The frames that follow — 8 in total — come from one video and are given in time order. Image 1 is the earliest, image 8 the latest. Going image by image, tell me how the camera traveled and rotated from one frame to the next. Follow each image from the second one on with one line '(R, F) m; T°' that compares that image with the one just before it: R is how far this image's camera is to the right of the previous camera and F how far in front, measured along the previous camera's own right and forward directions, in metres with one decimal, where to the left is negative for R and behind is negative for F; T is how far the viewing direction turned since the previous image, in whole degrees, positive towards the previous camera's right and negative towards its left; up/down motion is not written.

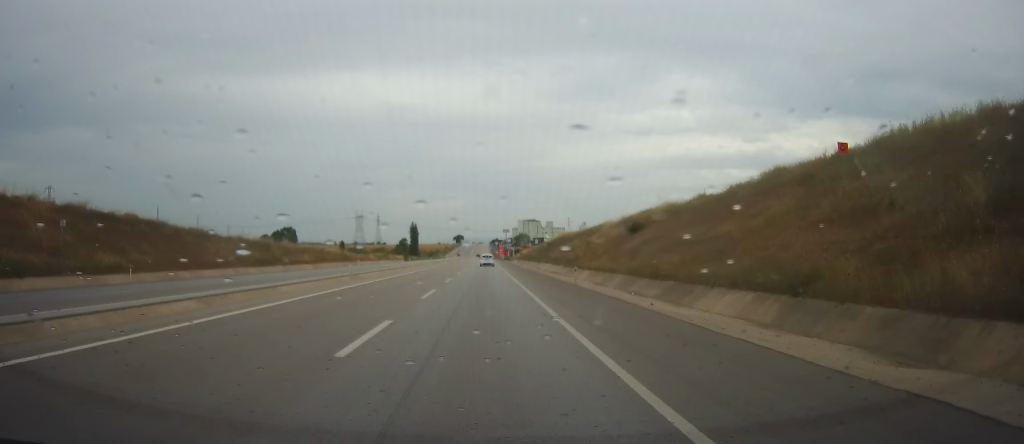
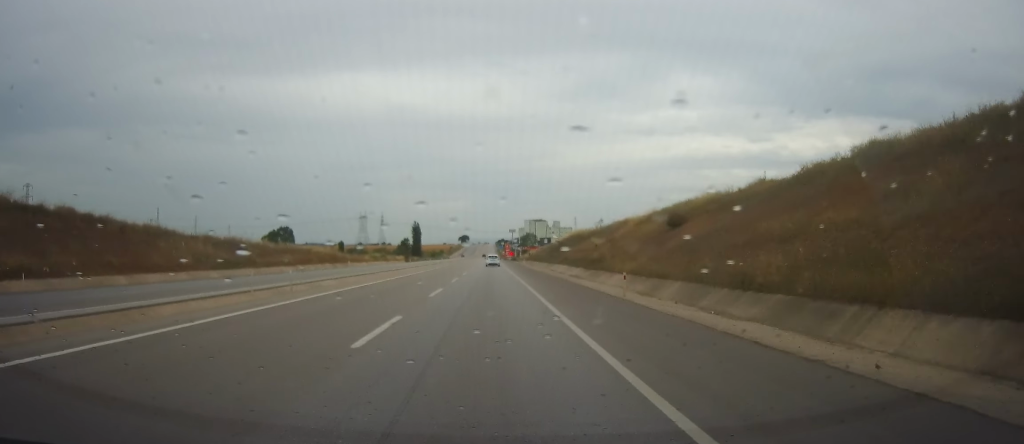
(-0.1, +11.7) m; 0°
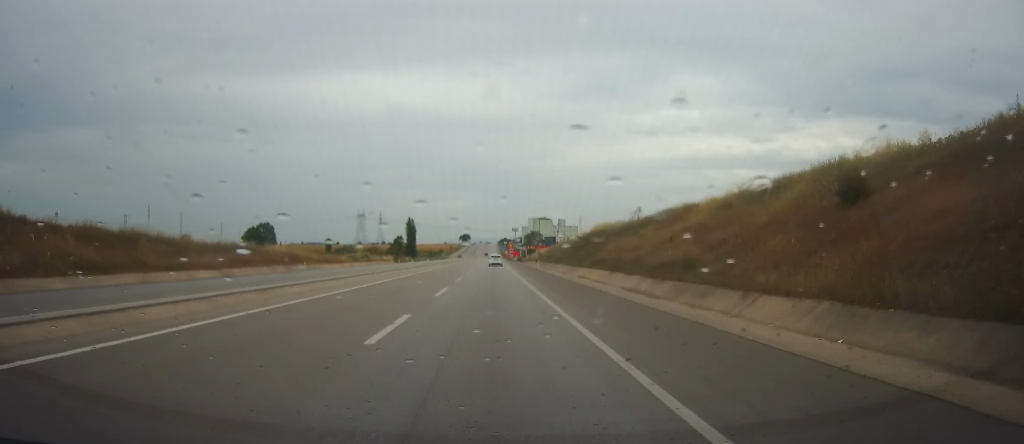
(+0.2, +23.5) m; 0°
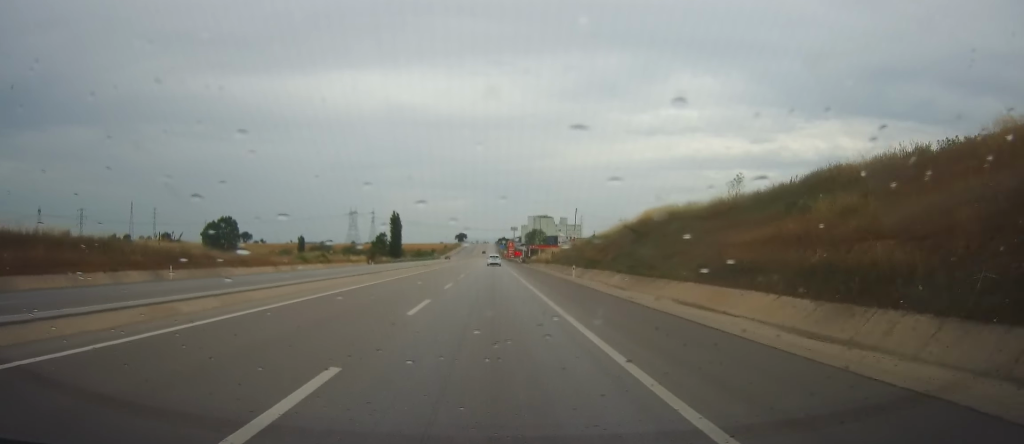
(-0.1, +31.8) m; 0°
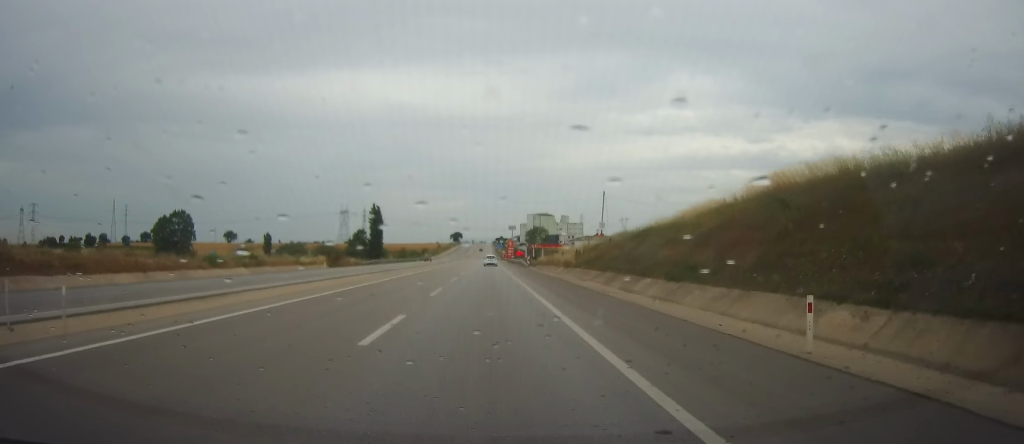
(+0.2, +29.5) m; +1°
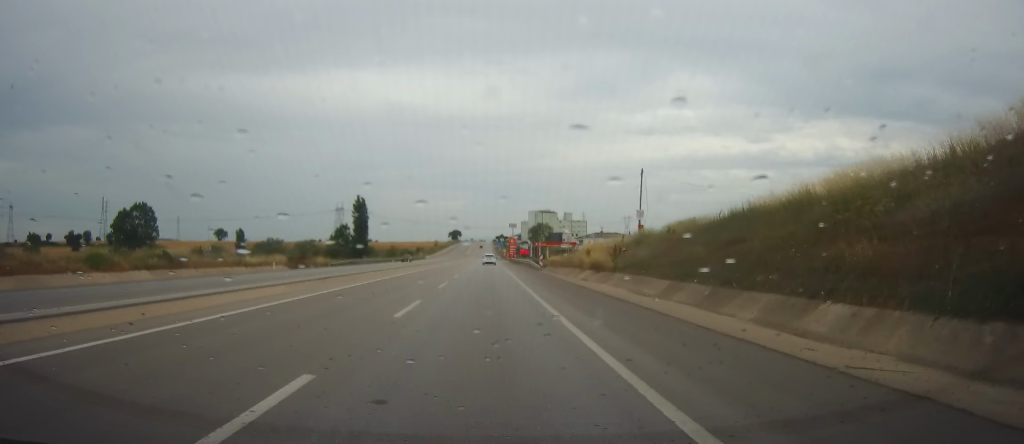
(0.0, +19.8) m; 0°
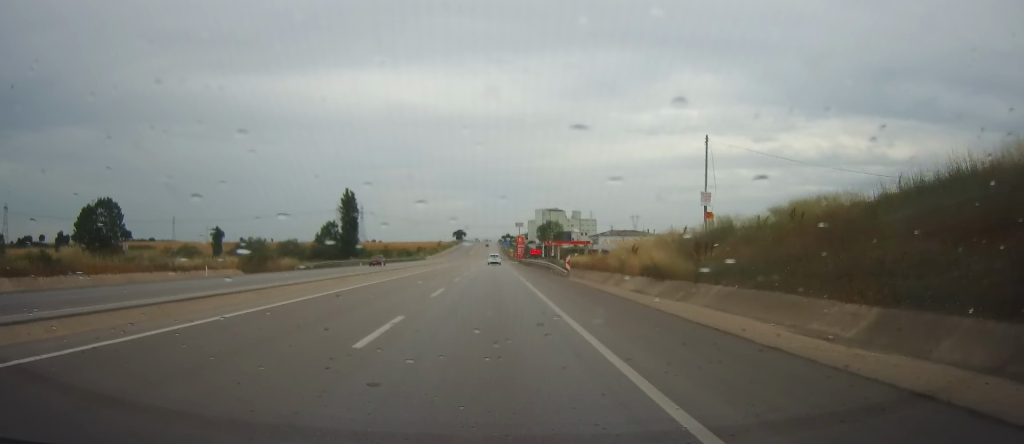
(0.0, +17.0) m; 0°
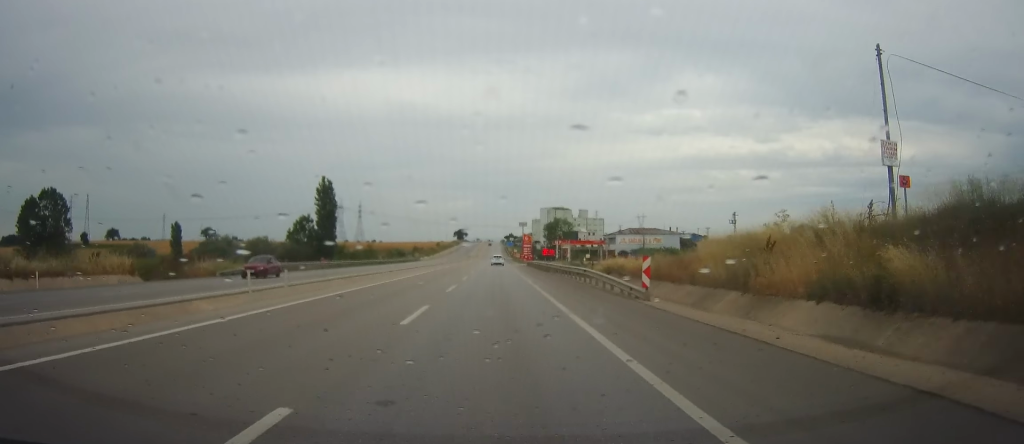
(0.0, +20.3) m; 0°
